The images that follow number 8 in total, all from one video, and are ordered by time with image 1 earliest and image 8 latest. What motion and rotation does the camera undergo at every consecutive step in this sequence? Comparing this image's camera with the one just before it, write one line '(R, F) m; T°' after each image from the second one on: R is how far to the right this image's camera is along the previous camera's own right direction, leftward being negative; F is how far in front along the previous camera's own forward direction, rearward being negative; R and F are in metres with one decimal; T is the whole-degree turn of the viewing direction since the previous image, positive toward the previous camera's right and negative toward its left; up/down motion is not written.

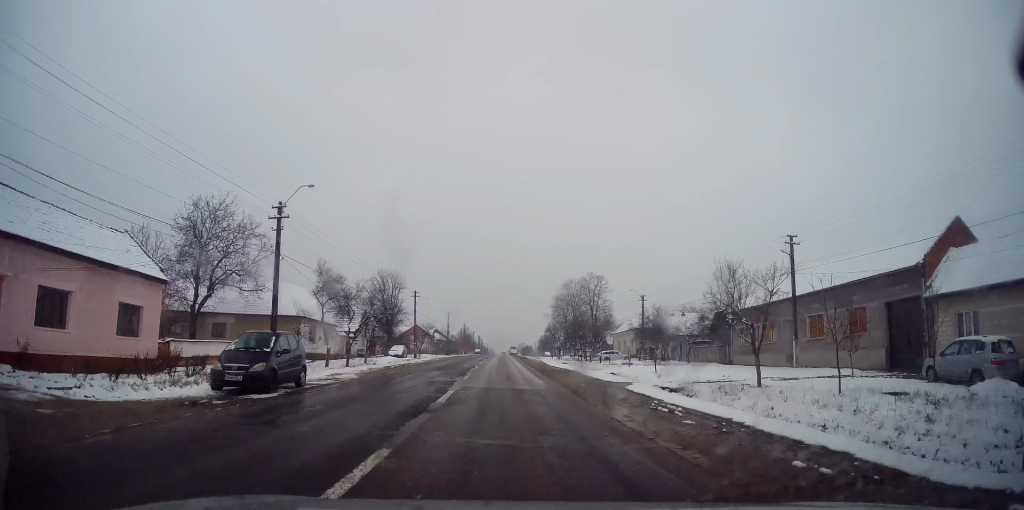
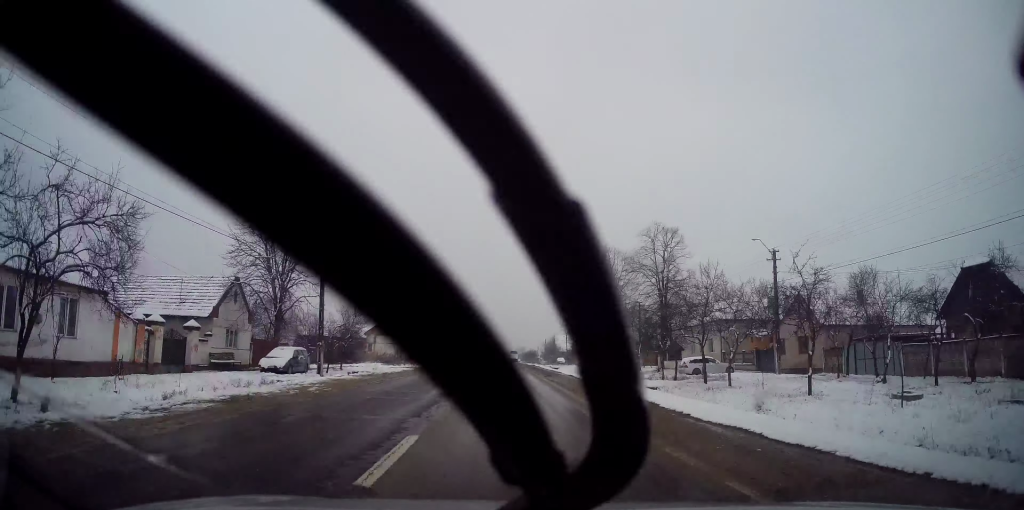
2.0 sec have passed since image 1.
(+0.5, +34.3) m; 0°
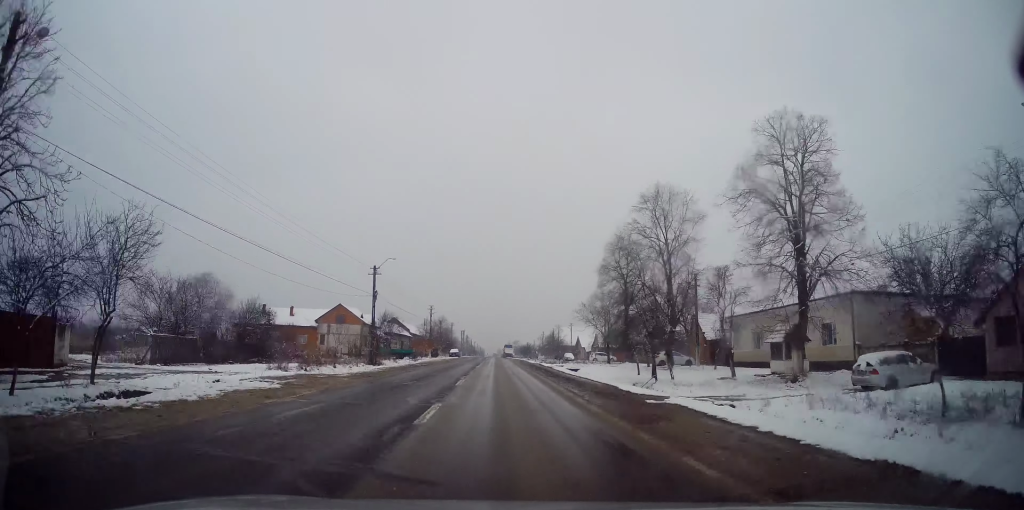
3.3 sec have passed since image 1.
(-0.1, +22.0) m; 0°
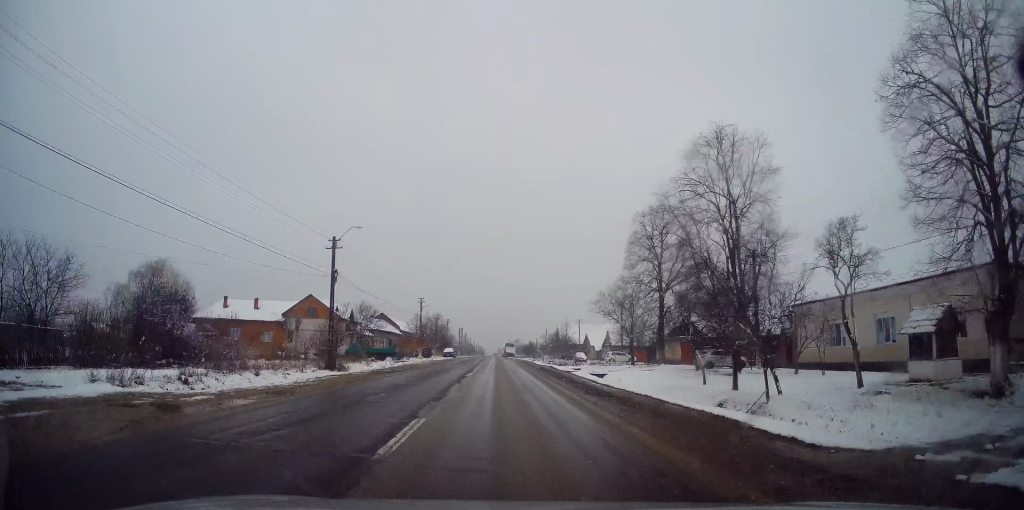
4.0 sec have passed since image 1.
(+0.1, +11.4) m; 0°
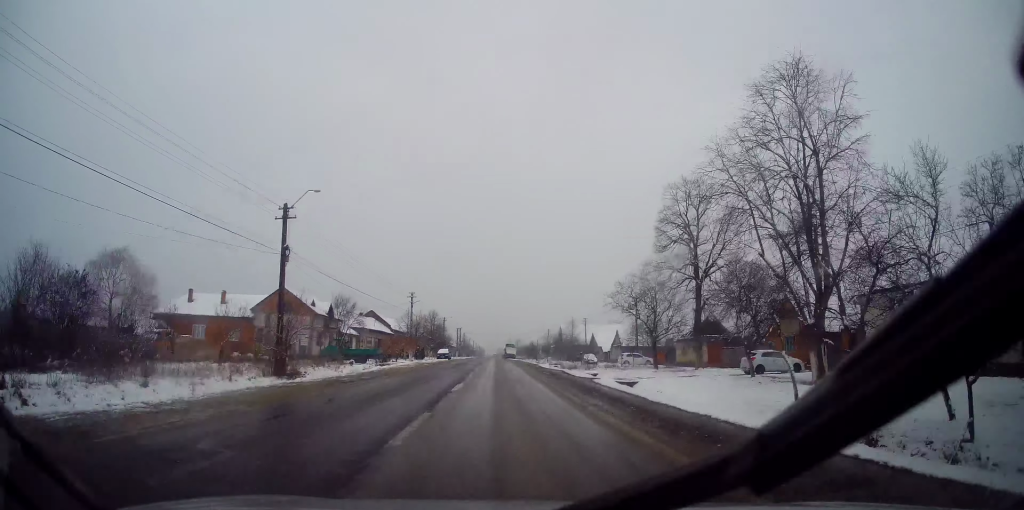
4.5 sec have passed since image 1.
(+0.1, +8.0) m; 0°
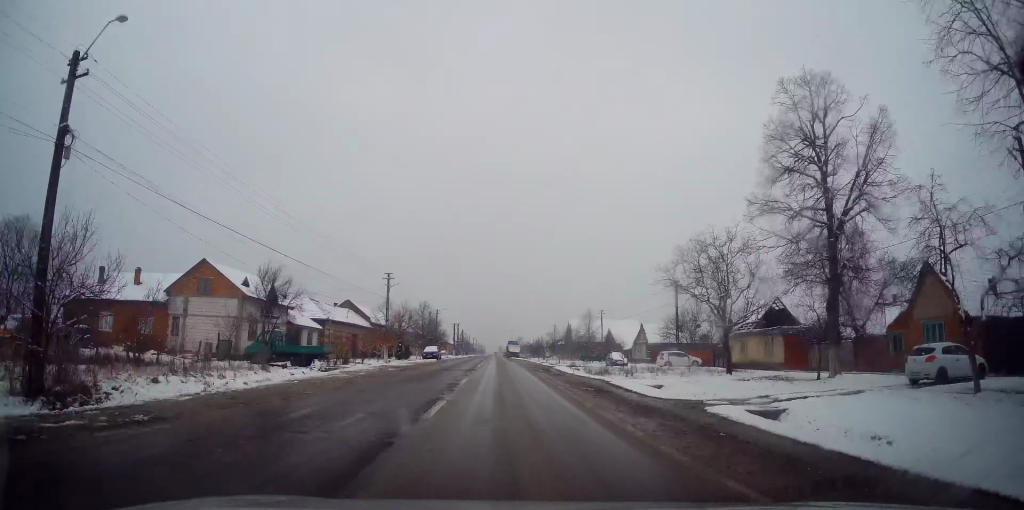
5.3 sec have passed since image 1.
(-0.1, +15.0) m; 0°
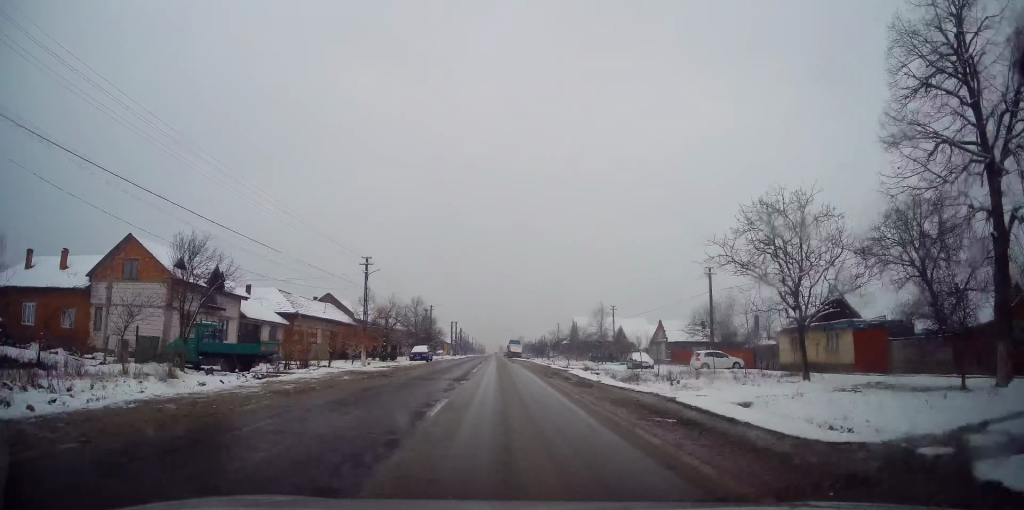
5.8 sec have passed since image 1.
(0.0, +8.7) m; 0°
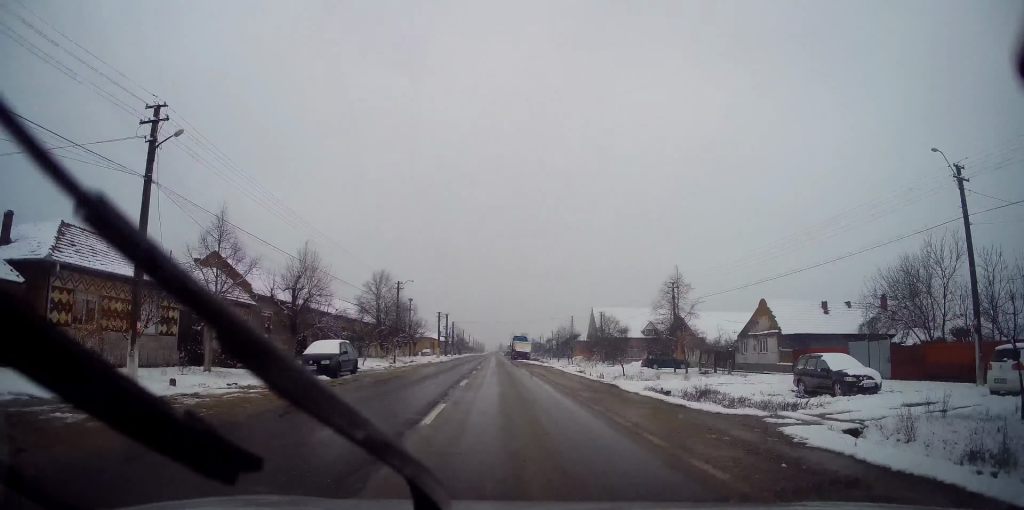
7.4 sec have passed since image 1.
(0.0, +27.8) m; -1°
